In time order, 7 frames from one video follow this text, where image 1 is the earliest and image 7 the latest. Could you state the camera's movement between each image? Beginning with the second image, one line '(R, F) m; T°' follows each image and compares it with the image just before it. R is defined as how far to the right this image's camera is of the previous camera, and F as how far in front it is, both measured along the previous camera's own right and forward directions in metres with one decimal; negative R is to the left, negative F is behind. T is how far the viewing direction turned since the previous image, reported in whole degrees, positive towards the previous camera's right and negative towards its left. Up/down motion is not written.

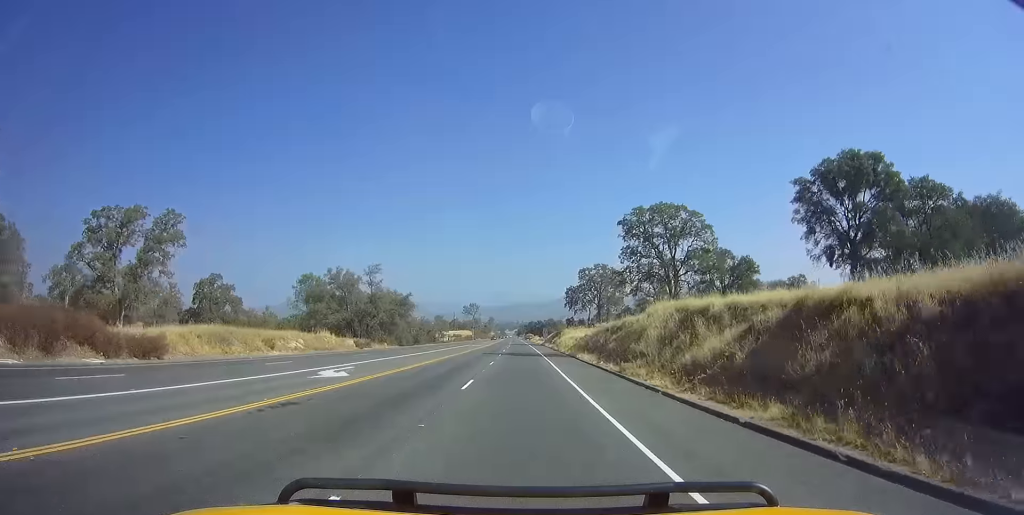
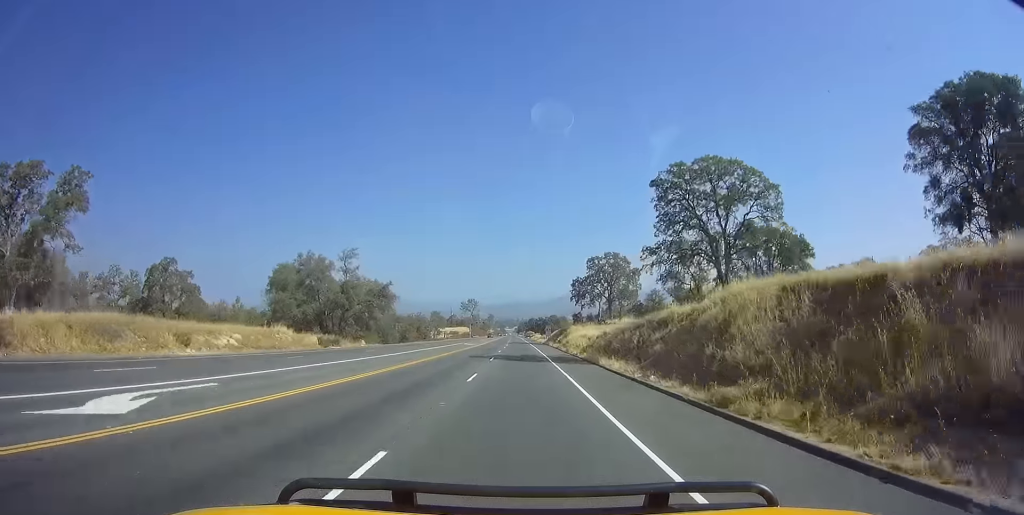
(+0.2, +12.5) m; 0°
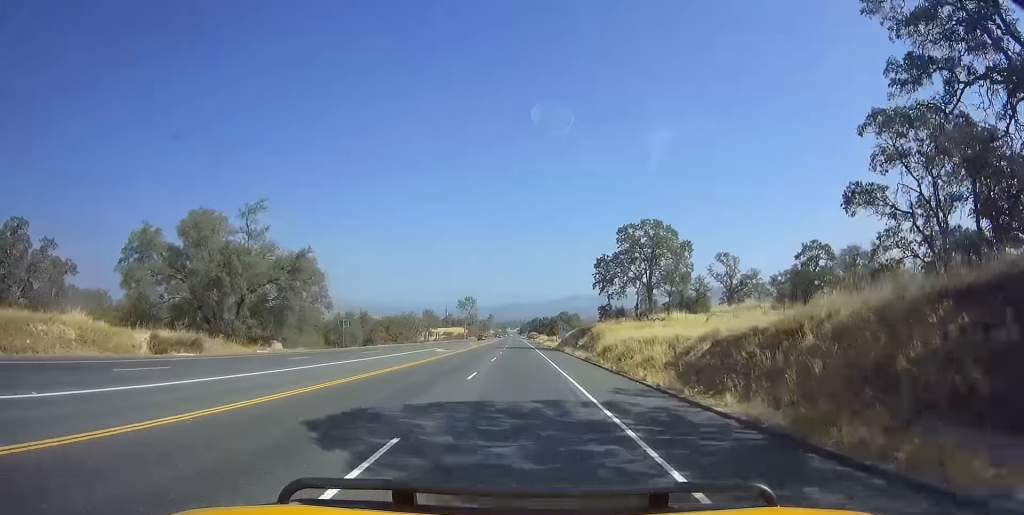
(0.0, +27.6) m; -1°
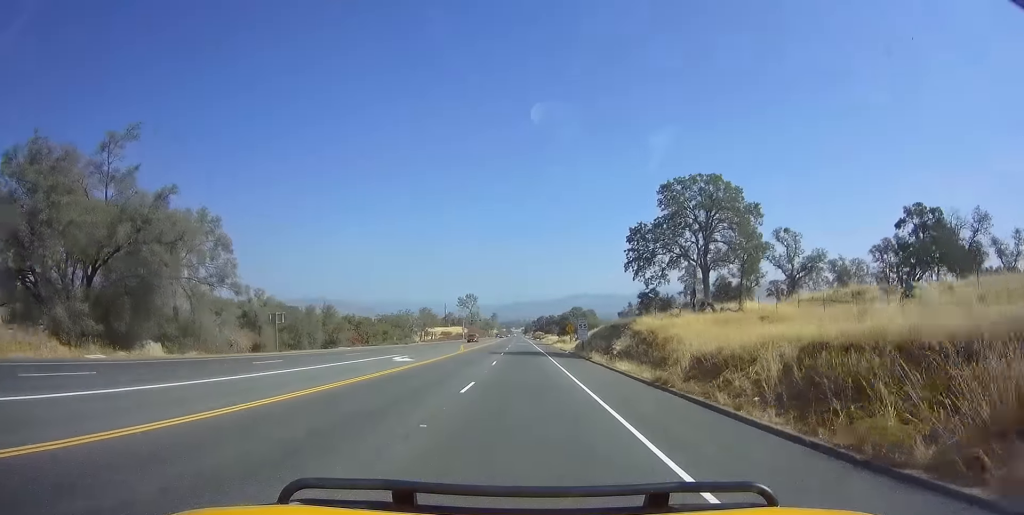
(-0.3, +18.7) m; -1°
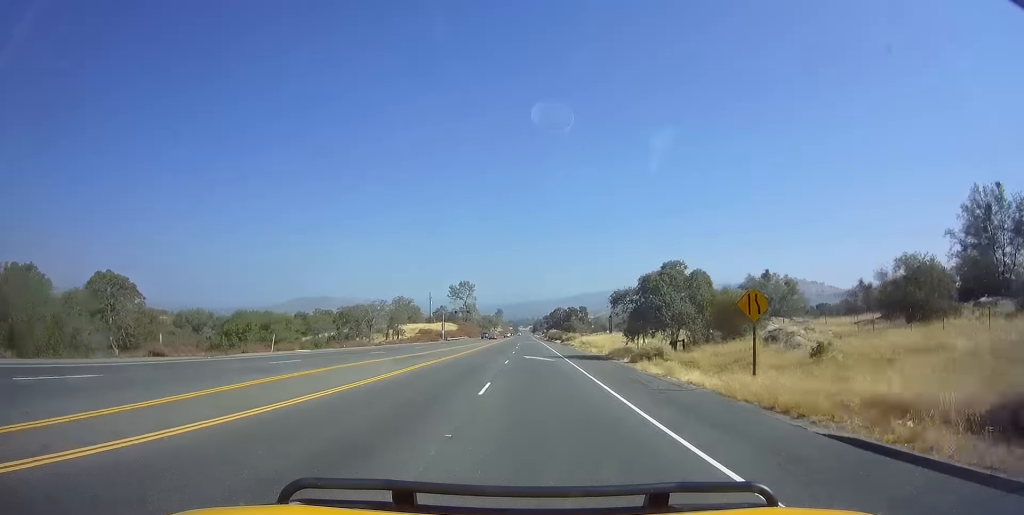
(0.0, +58.0) m; 0°
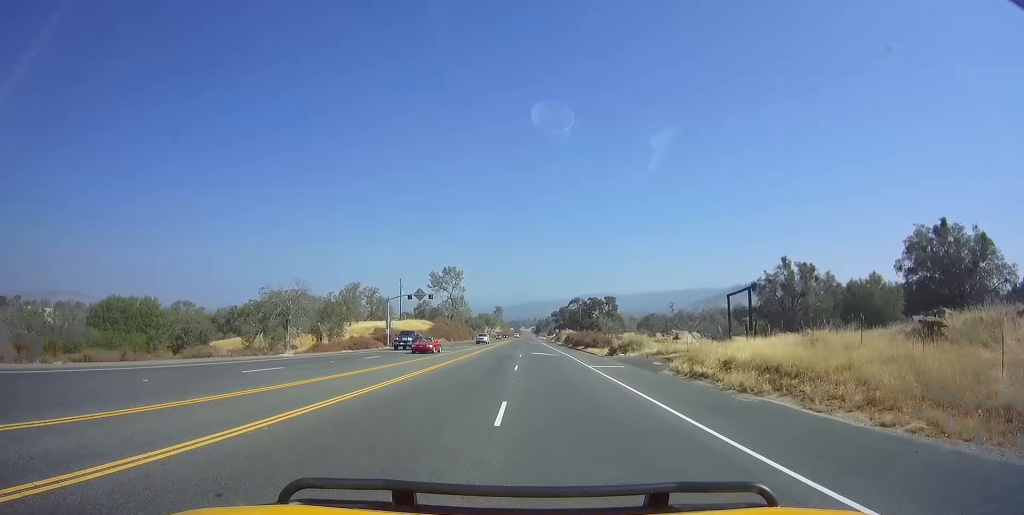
(+0.1, +47.7) m; 0°
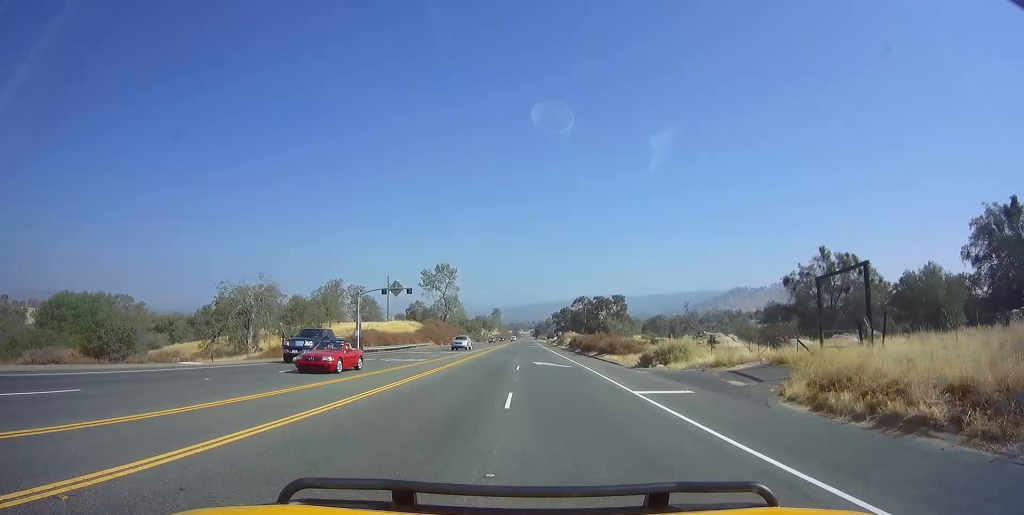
(0.0, +11.7) m; 0°
